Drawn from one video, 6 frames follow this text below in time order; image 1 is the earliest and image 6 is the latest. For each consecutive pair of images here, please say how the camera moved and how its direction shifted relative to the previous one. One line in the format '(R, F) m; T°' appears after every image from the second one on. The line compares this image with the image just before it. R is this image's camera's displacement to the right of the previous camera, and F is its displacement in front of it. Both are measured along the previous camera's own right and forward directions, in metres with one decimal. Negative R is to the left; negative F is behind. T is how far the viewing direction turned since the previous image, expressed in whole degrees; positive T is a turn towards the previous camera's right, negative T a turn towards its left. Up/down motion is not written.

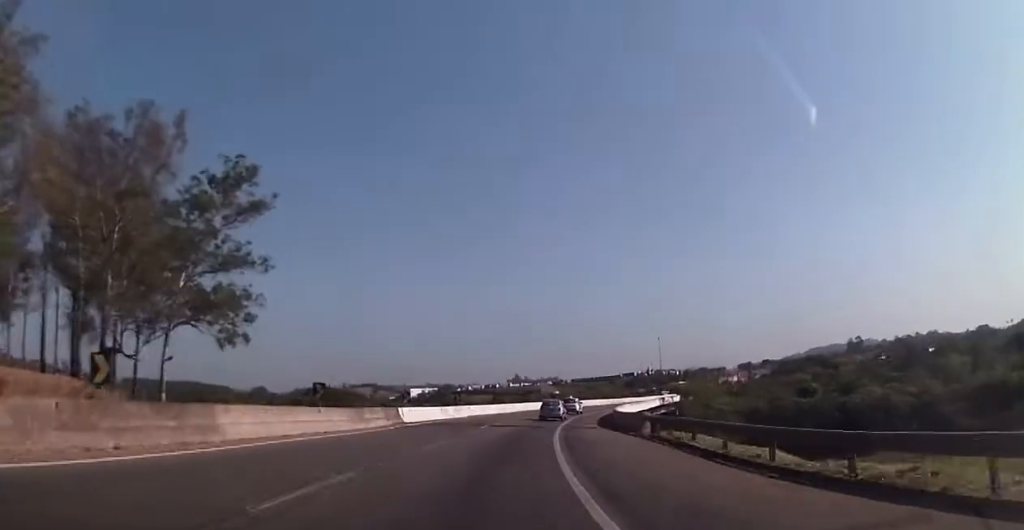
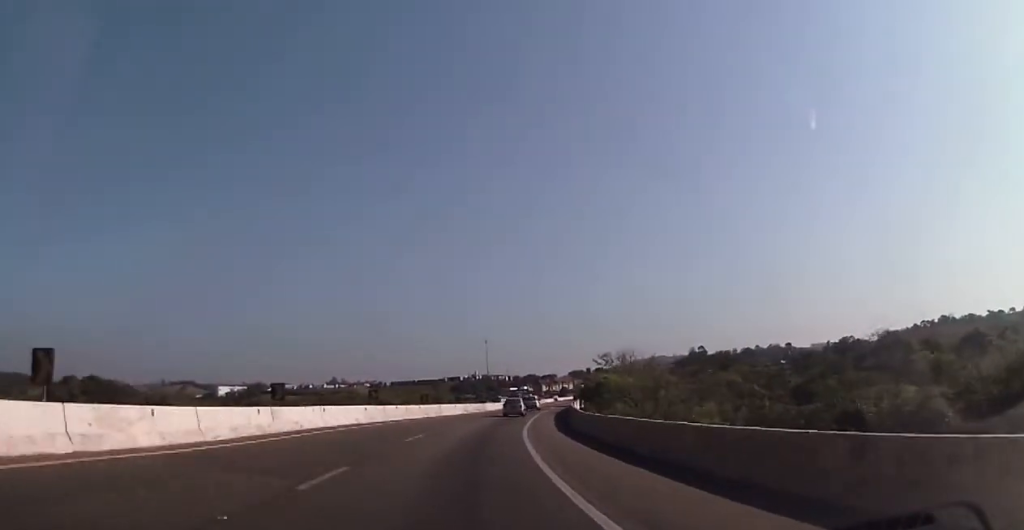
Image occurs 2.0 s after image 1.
(+5.7, +54.2) m; +12°
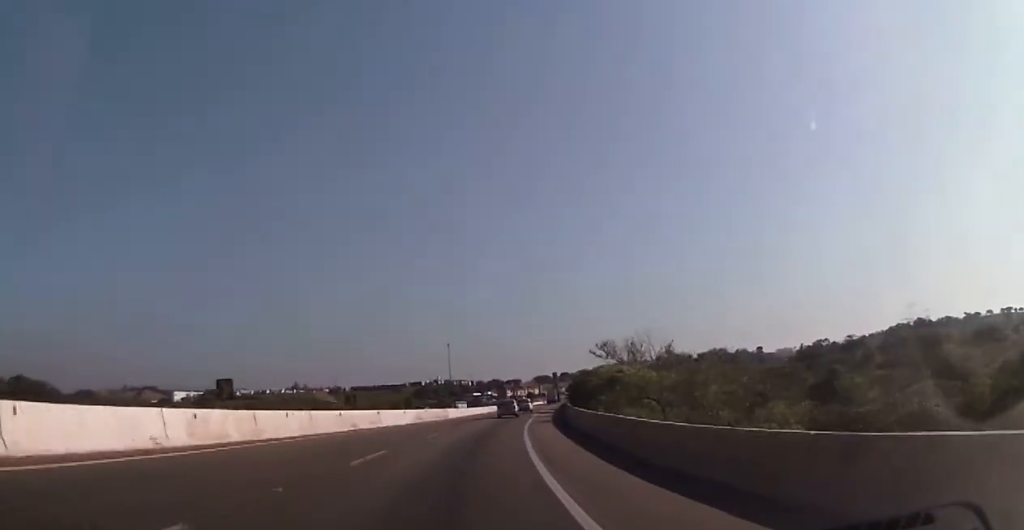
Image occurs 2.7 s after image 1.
(+0.8, +19.1) m; +4°
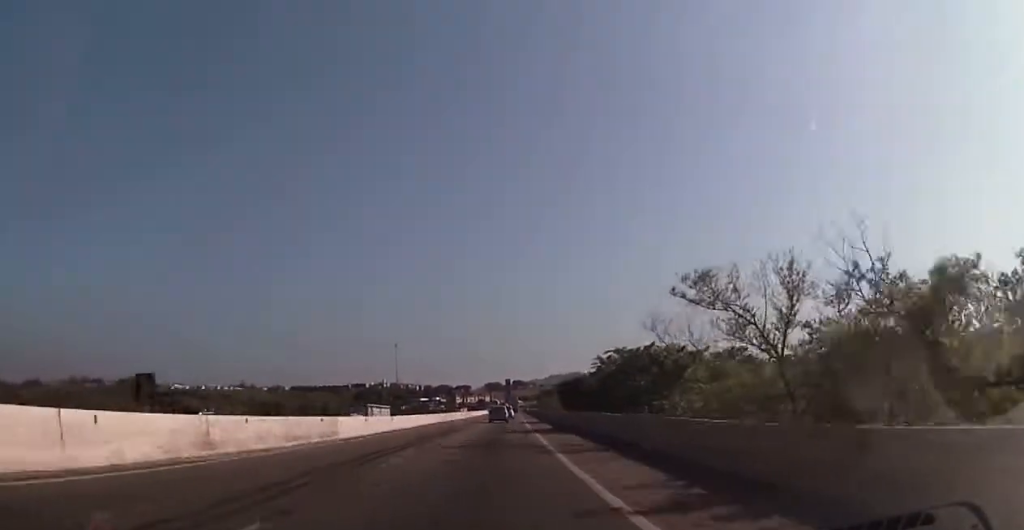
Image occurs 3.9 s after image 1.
(+1.7, +34.3) m; +6°
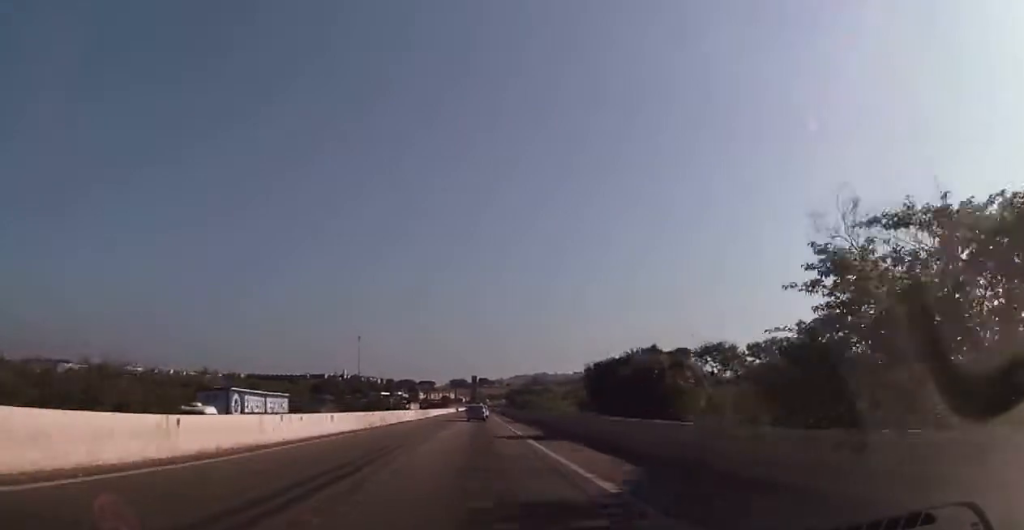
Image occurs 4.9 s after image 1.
(+1.3, +26.5) m; +4°
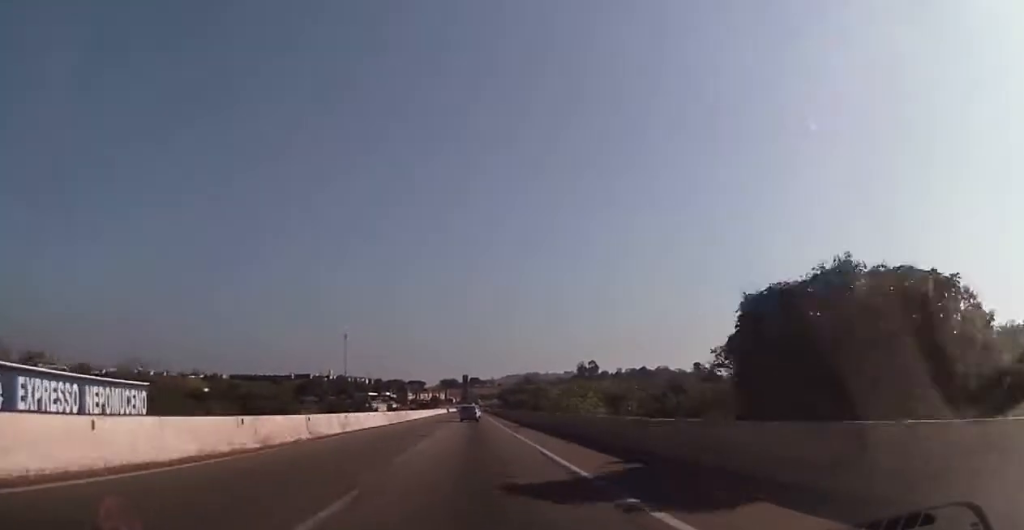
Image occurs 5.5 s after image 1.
(+0.3, +18.2) m; +1°
